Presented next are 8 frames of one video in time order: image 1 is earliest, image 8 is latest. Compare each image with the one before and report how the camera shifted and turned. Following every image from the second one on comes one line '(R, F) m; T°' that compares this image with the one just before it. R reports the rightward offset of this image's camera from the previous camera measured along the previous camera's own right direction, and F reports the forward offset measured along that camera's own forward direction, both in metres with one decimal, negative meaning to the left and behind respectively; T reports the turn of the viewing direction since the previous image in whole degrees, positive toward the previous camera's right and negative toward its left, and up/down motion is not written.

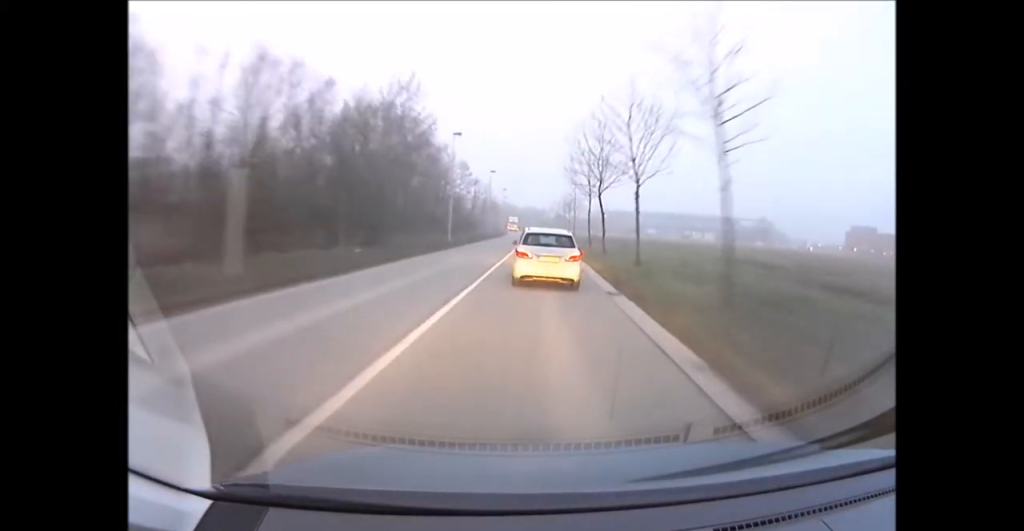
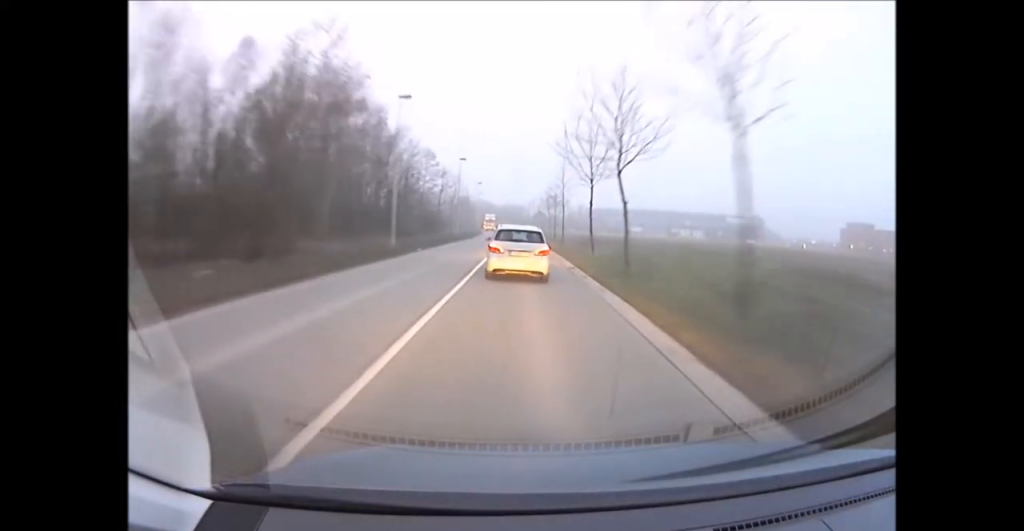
(+0.2, +11.2) m; +2°
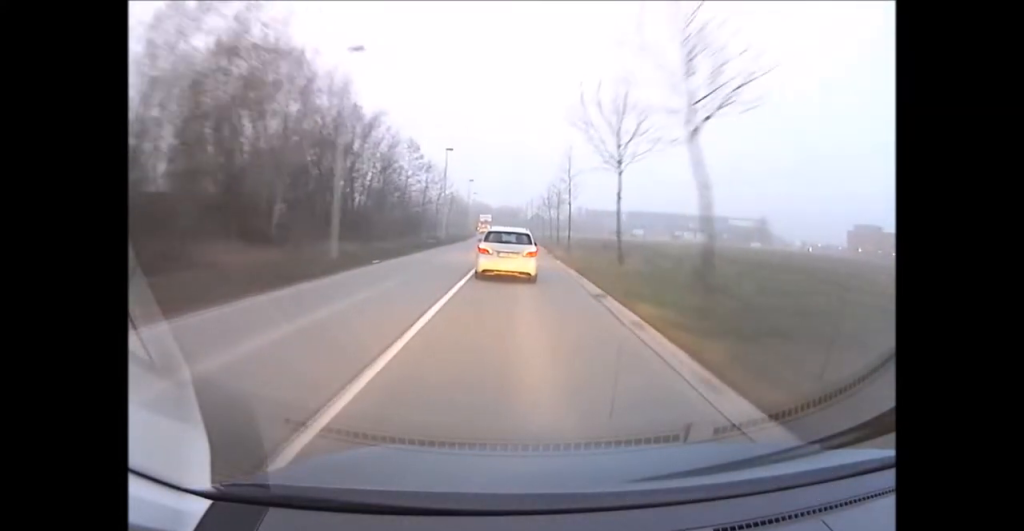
(+0.1, +8.7) m; +1°
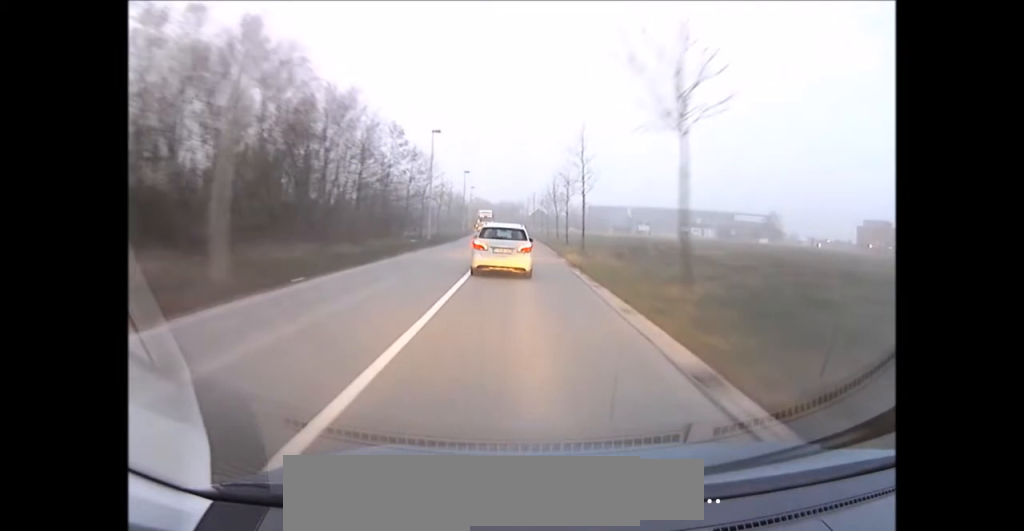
(0.0, +8.0) m; 0°
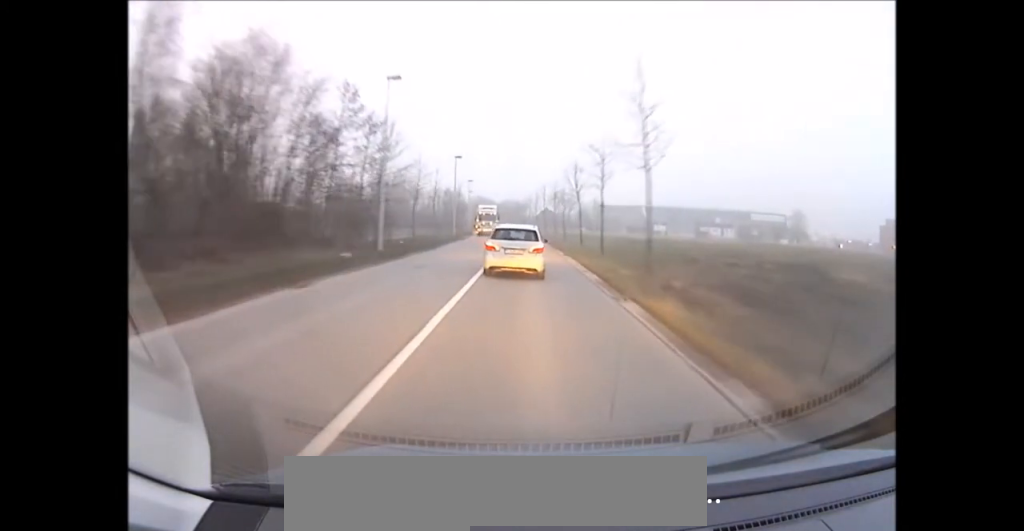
(0.0, +15.0) m; 0°
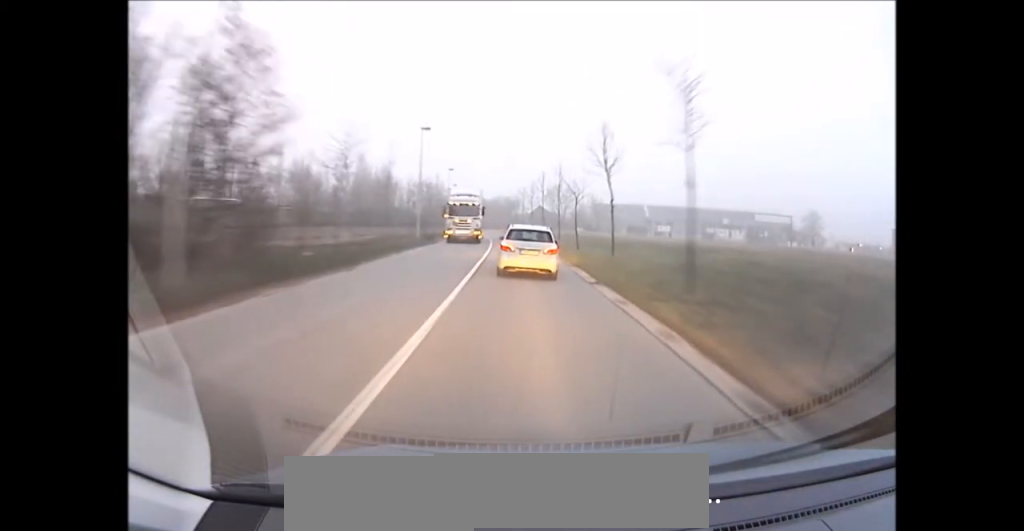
(0.0, +15.4) m; 0°
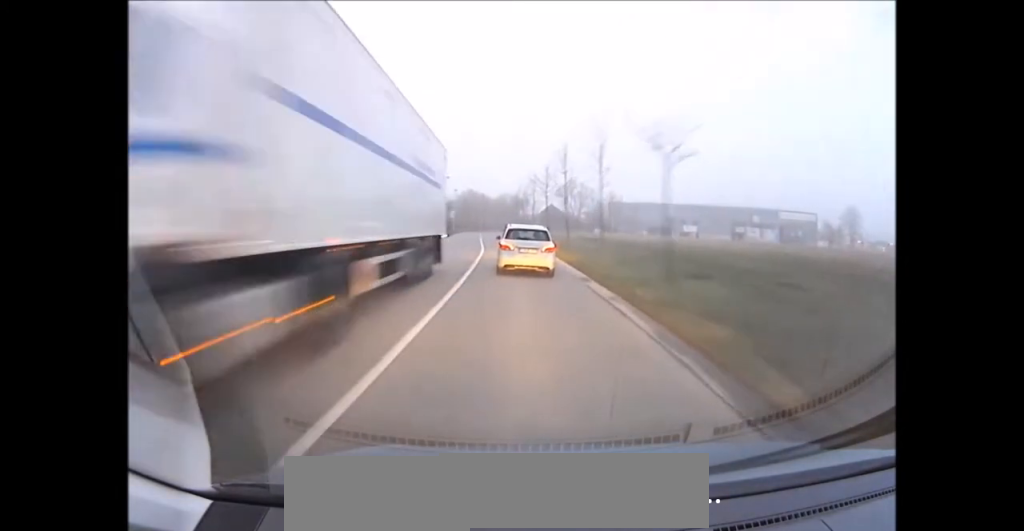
(0.0, +19.0) m; -1°
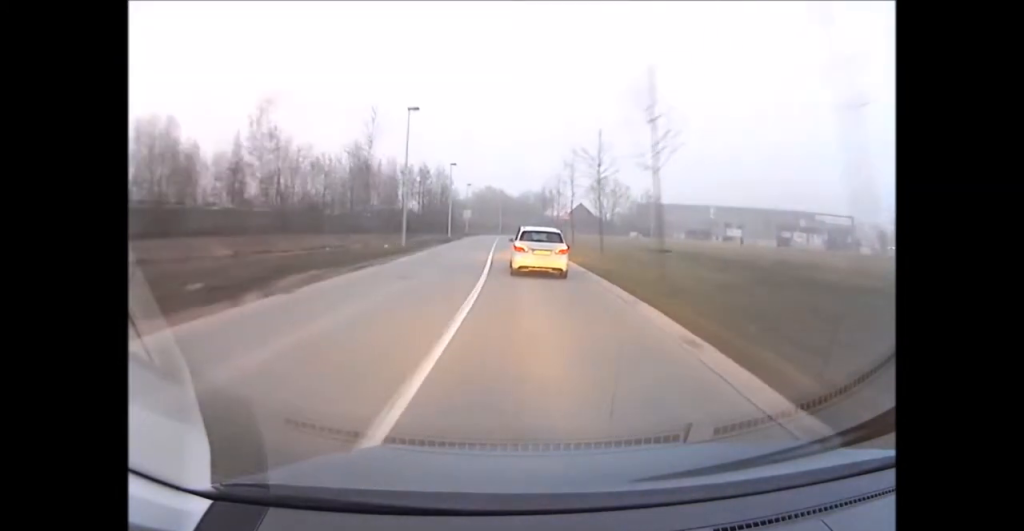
(-0.4, +17.5) m; -3°
